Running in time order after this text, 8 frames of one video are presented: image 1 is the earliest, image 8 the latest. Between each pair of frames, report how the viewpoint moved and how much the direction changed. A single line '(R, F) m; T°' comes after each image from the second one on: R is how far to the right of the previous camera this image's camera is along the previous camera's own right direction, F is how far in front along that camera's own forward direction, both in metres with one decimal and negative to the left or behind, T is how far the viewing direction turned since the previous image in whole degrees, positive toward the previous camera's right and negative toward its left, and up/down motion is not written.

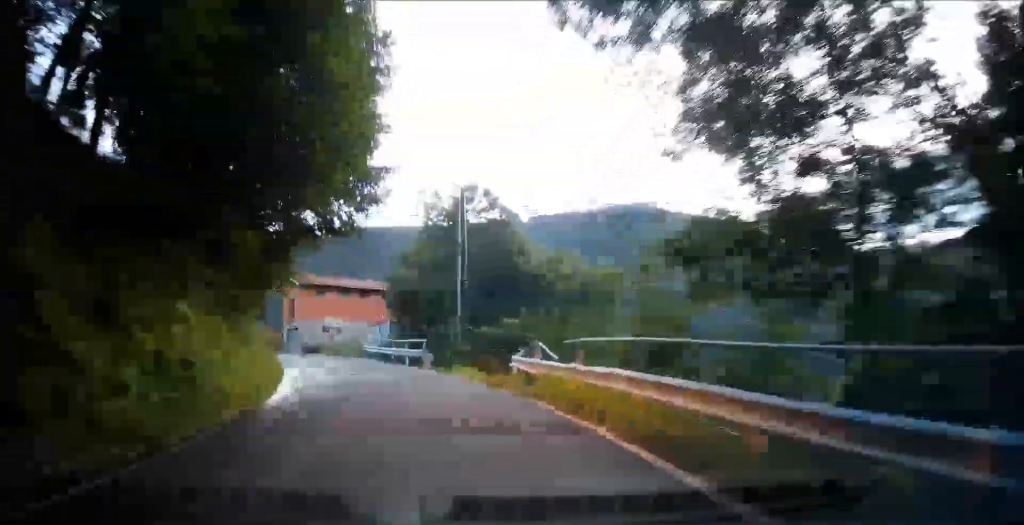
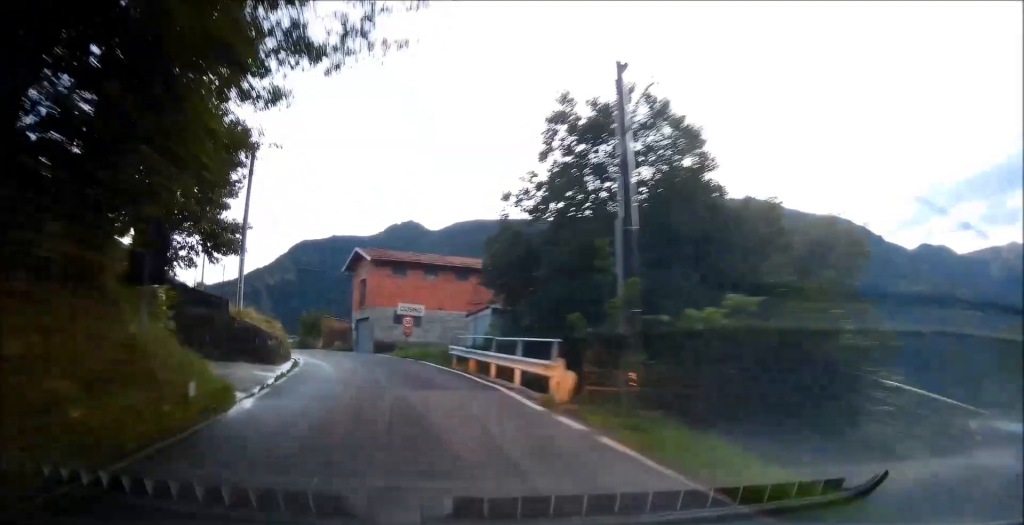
(-0.9, +14.3) m; -7°
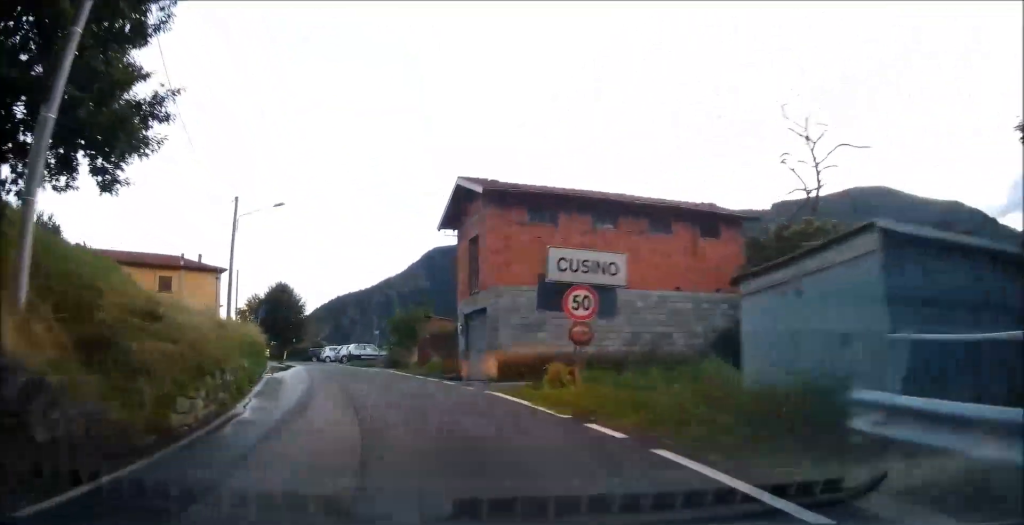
(-0.9, +21.0) m; -8°
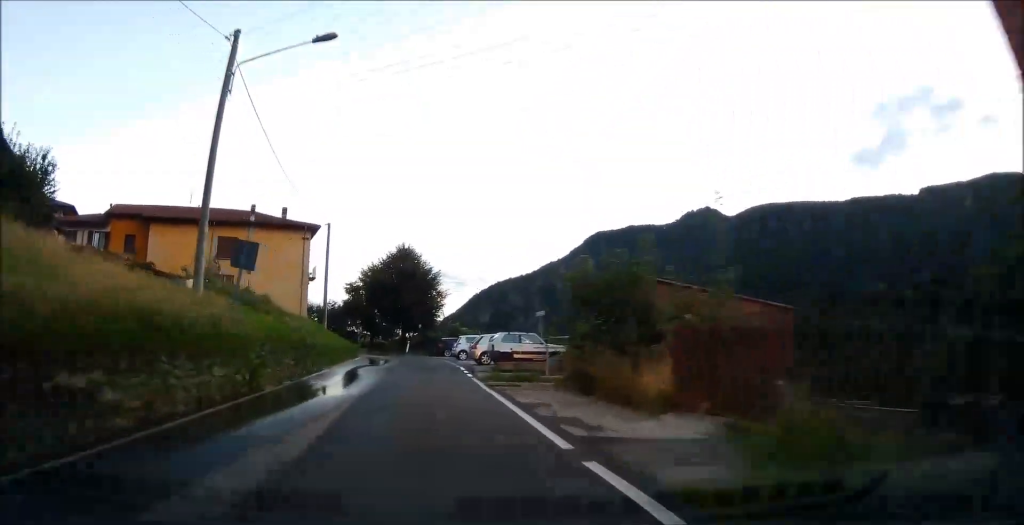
(-2.5, +23.0) m; -9°
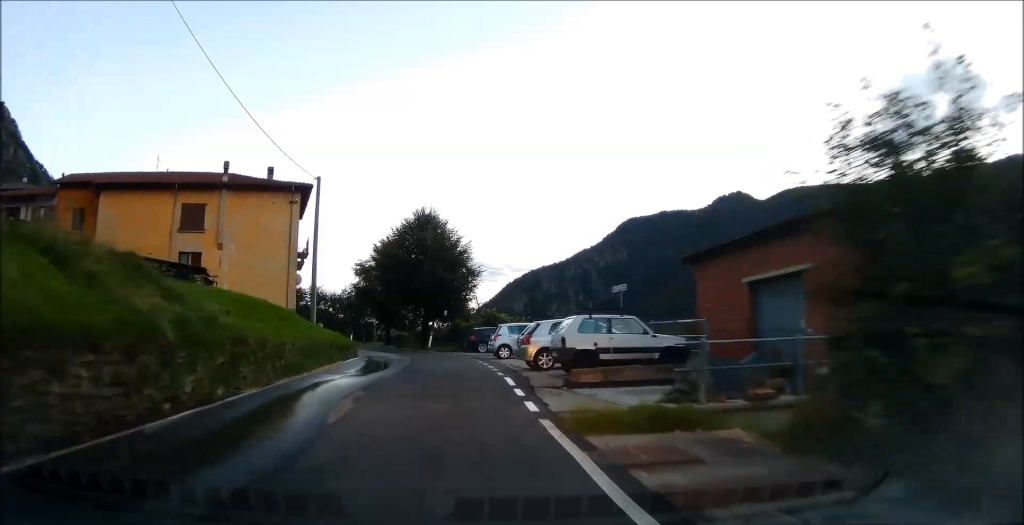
(-0.5, +12.8) m; -7°
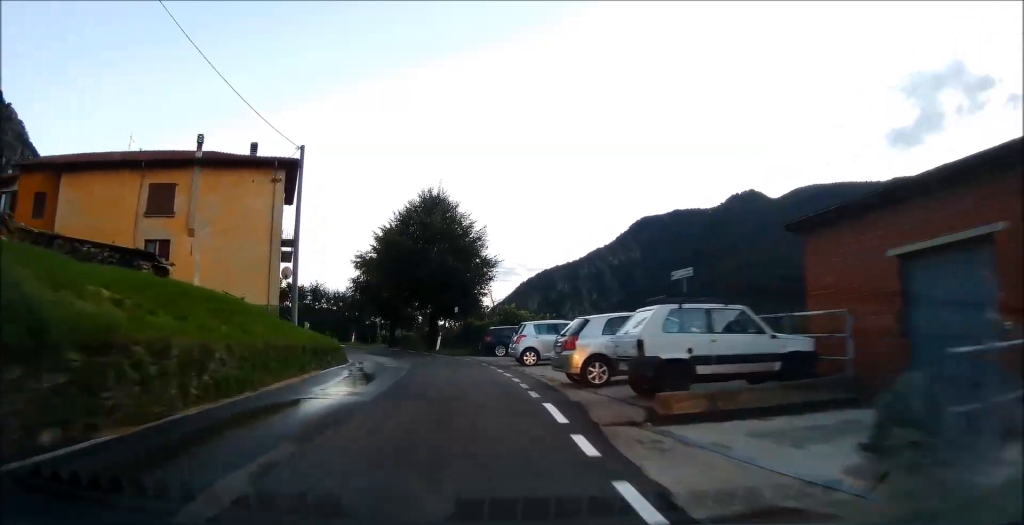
(-0.3, +6.3) m; -3°
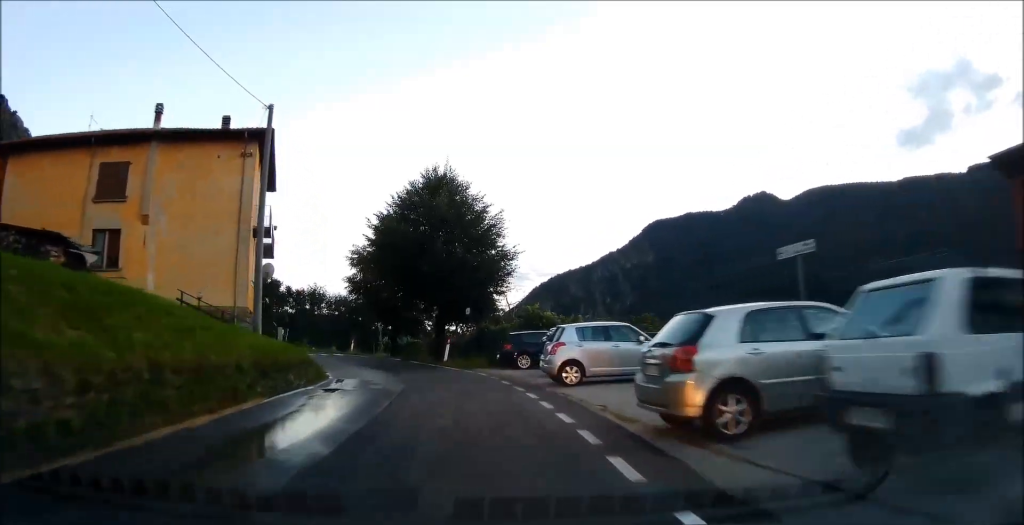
(-0.4, +6.7) m; -3°
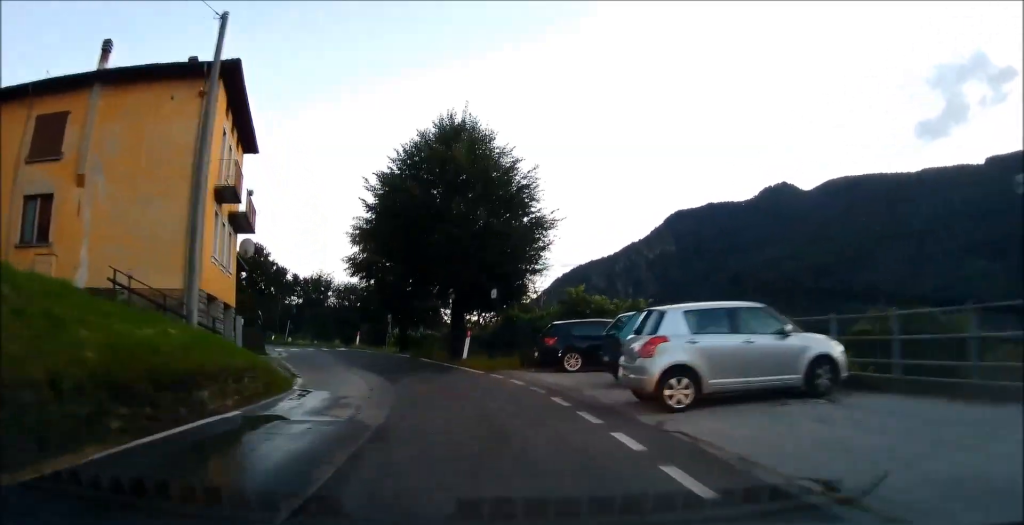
(-0.1, +7.0) m; -2°
